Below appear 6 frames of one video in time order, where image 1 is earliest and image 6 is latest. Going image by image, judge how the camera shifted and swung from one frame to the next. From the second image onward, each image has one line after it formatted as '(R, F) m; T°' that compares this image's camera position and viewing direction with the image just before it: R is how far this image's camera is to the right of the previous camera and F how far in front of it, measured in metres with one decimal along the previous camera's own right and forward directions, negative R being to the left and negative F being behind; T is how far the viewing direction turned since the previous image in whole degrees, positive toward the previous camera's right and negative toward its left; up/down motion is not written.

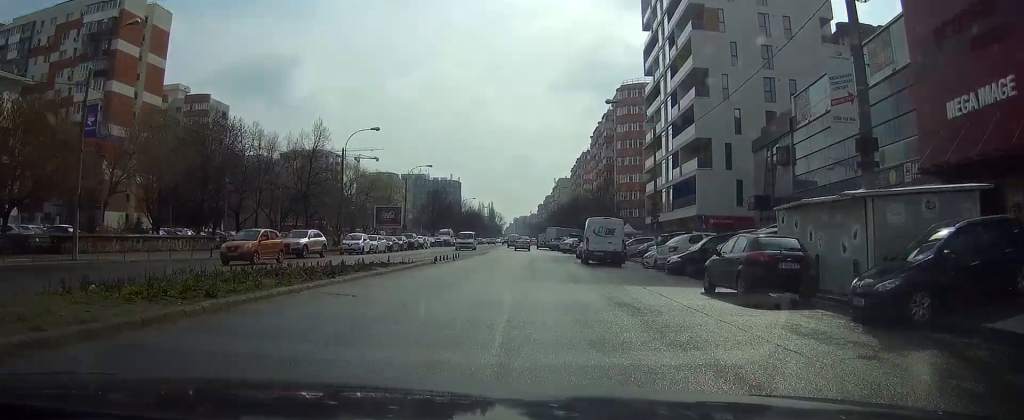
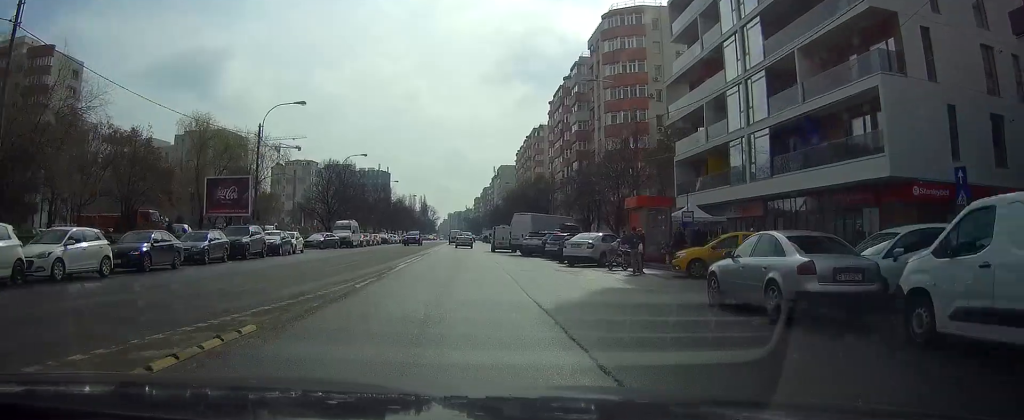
(+2.5, +38.8) m; +4°
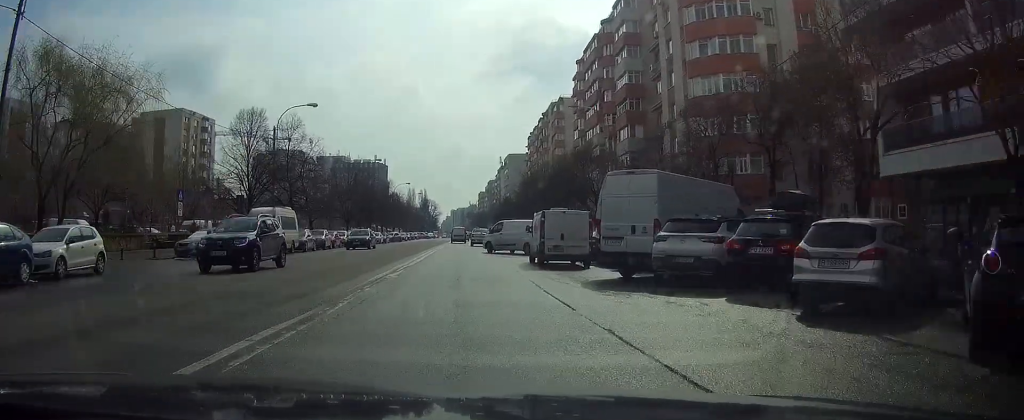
(-0.2, +29.3) m; 0°
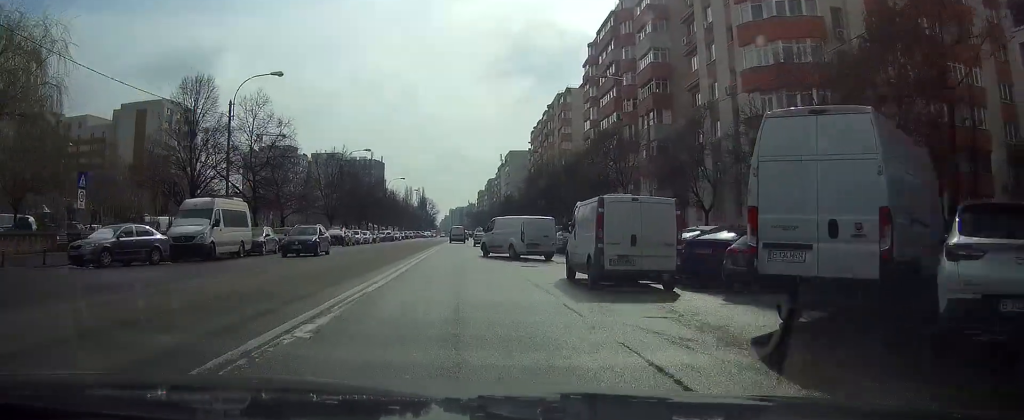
(+0.1, +10.1) m; 0°
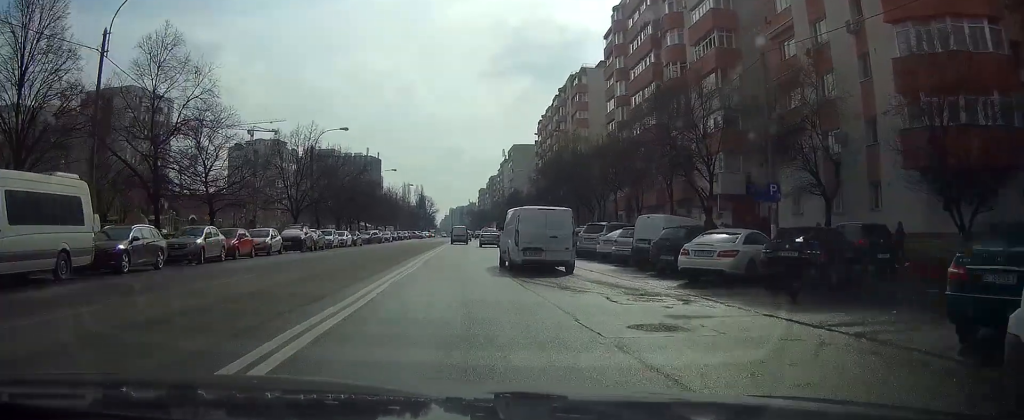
(0.0, +16.2) m; 0°
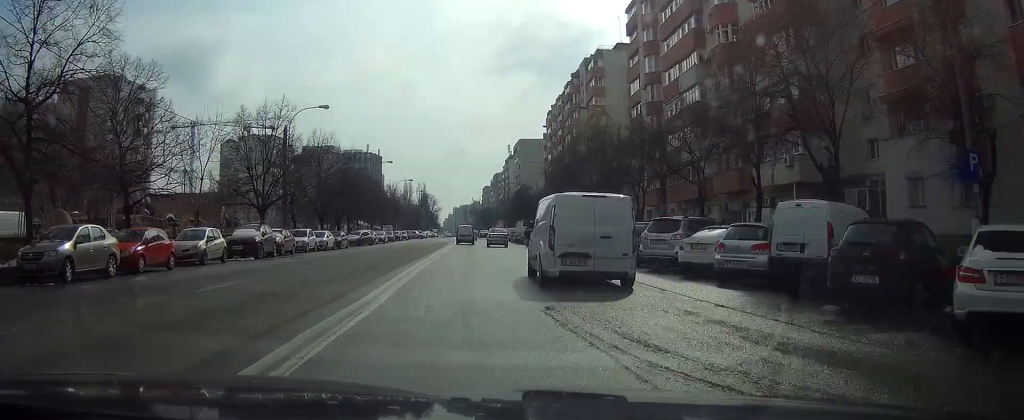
(0.0, +11.0) m; 0°
